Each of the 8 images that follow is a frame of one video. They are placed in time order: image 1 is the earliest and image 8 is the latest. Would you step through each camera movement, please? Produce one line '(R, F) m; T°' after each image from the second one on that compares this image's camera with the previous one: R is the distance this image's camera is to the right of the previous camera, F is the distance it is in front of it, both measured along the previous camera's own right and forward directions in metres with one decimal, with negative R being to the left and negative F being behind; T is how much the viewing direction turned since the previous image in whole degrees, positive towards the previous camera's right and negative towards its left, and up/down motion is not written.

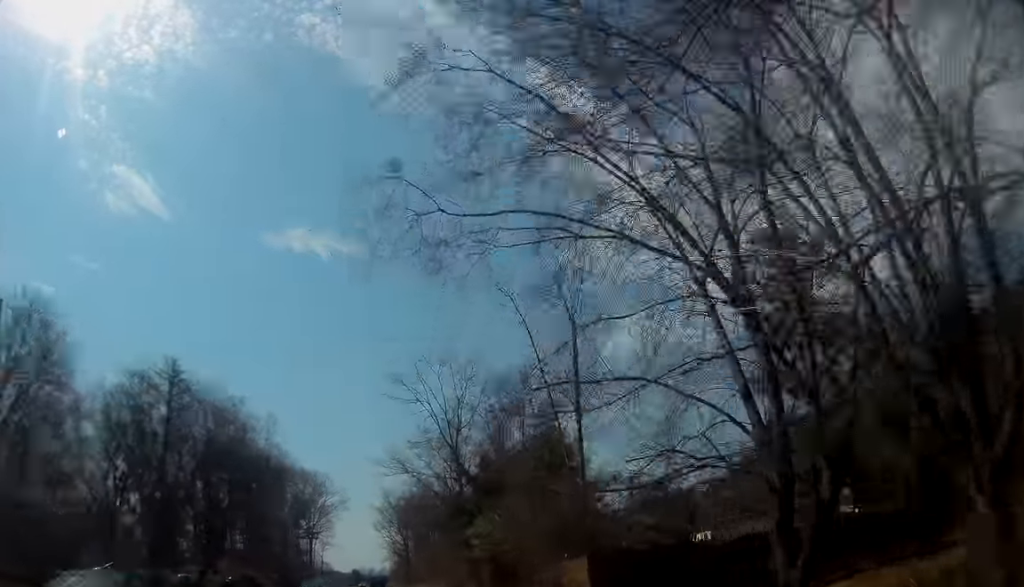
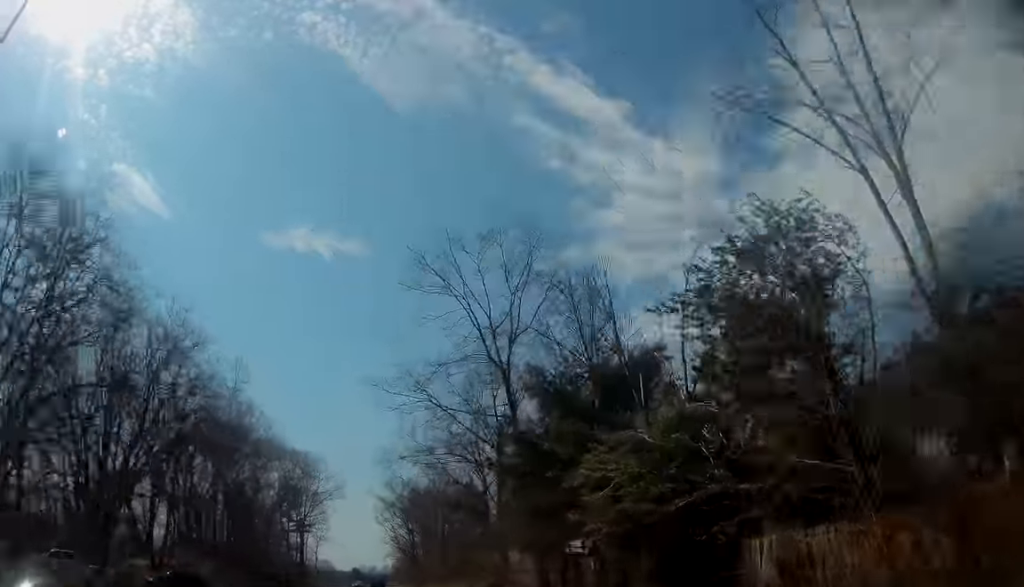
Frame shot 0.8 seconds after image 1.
(+0.3, +17.7) m; 0°
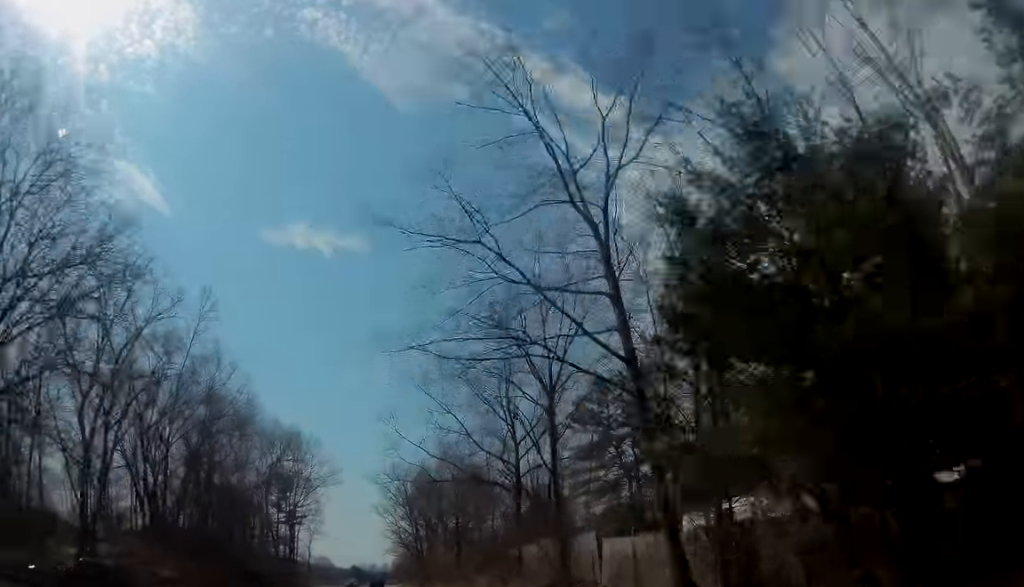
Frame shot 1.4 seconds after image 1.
(-0.2, +12.5) m; 0°
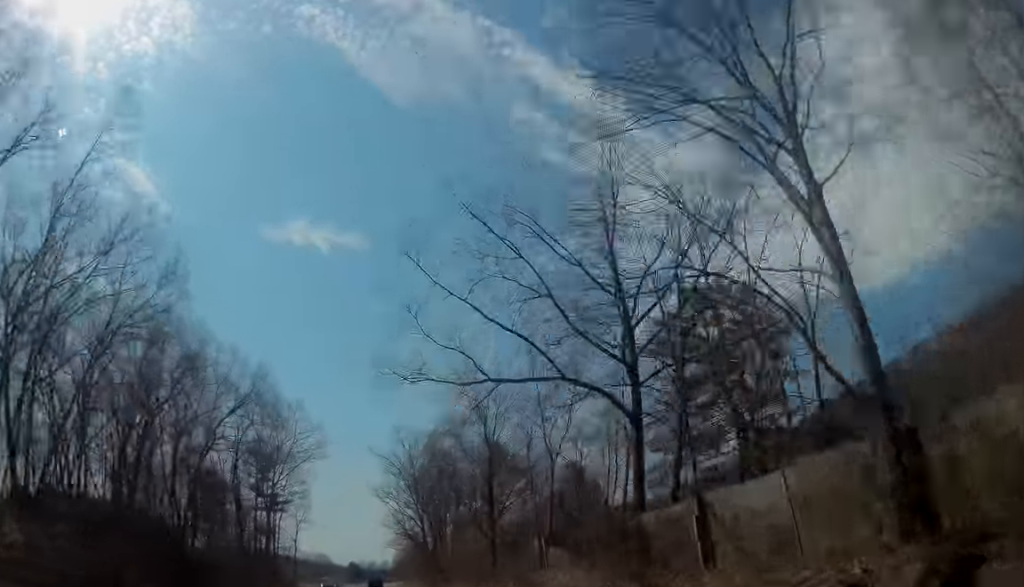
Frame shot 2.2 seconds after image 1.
(-0.1, +19.2) m; 0°
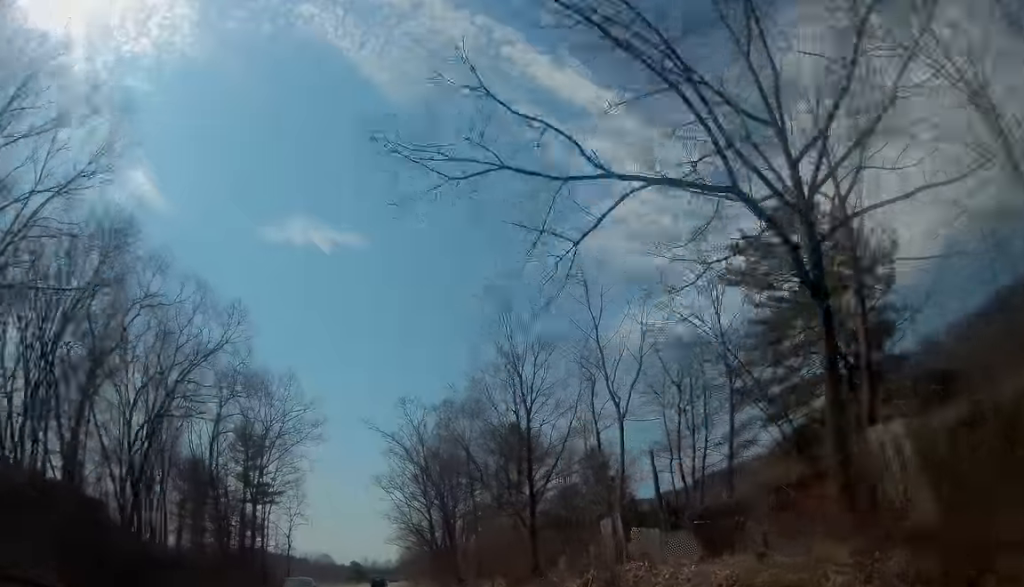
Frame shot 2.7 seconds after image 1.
(0.0, +10.3) m; 0°
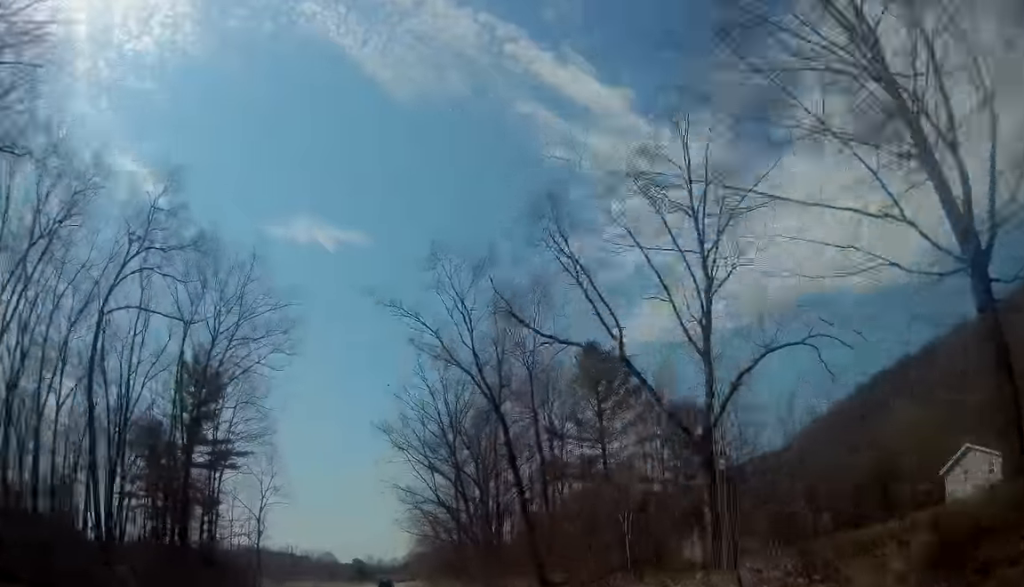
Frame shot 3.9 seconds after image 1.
(0.0, +26.1) m; 0°
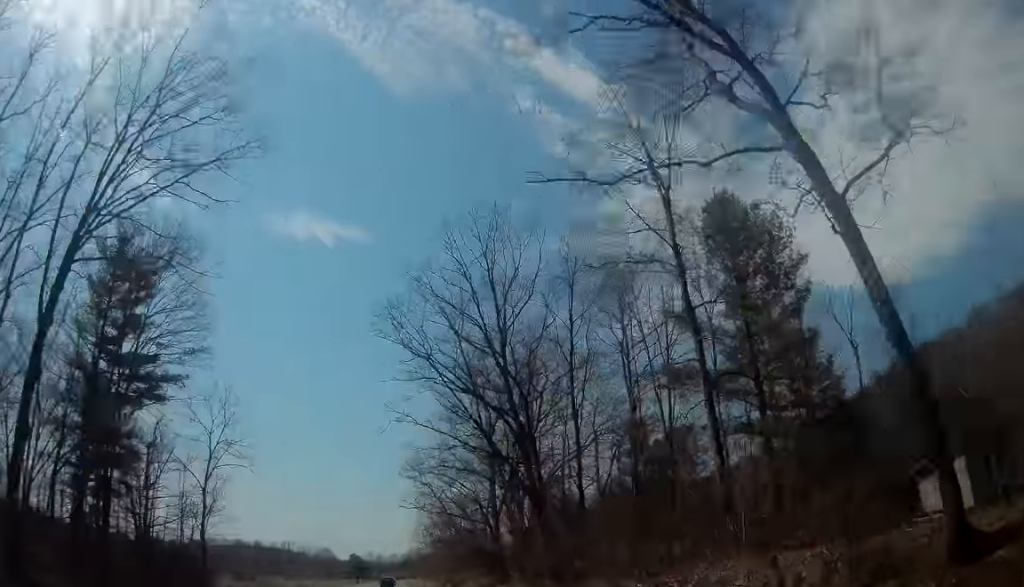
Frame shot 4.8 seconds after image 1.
(0.0, +21.0) m; -1°
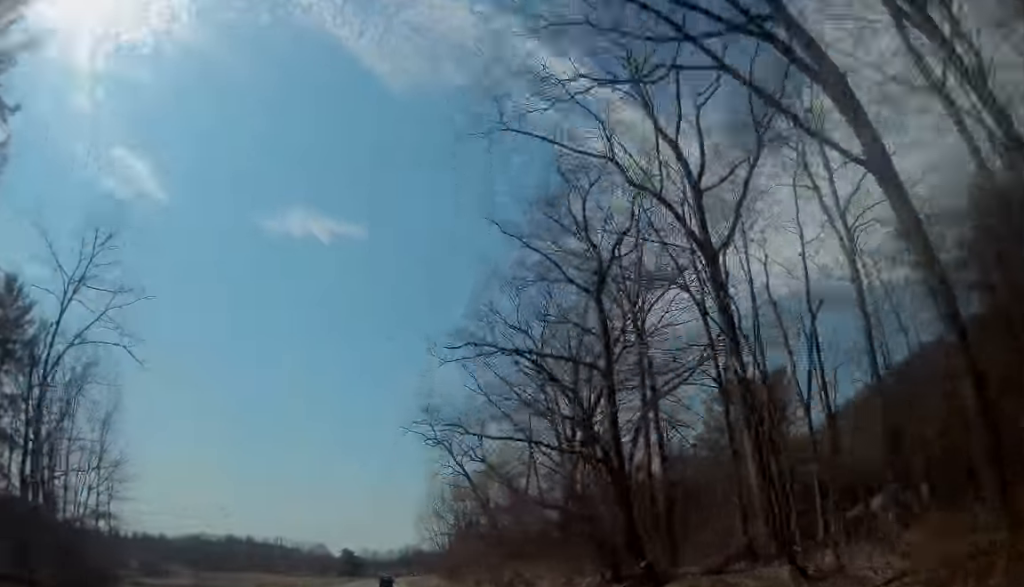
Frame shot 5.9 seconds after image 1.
(-0.3, +24.1) m; 0°
